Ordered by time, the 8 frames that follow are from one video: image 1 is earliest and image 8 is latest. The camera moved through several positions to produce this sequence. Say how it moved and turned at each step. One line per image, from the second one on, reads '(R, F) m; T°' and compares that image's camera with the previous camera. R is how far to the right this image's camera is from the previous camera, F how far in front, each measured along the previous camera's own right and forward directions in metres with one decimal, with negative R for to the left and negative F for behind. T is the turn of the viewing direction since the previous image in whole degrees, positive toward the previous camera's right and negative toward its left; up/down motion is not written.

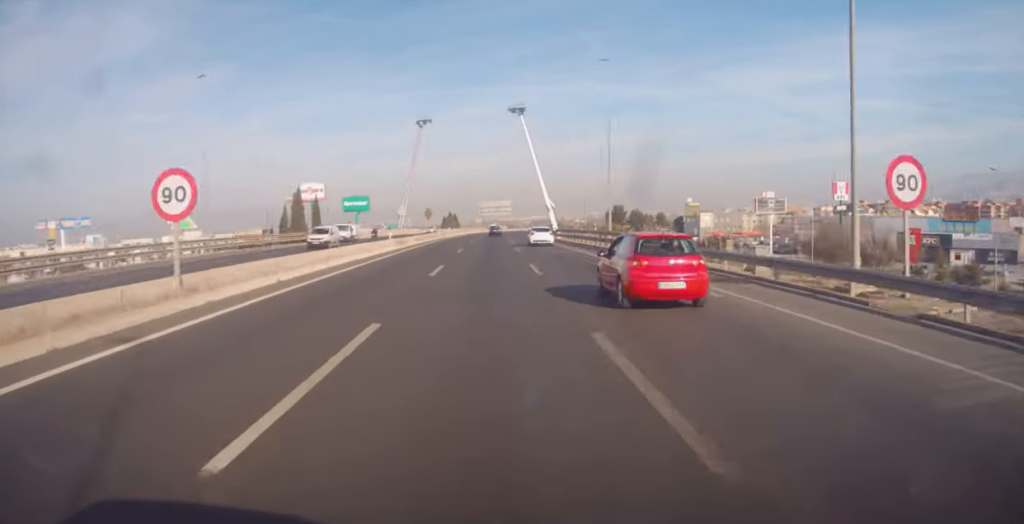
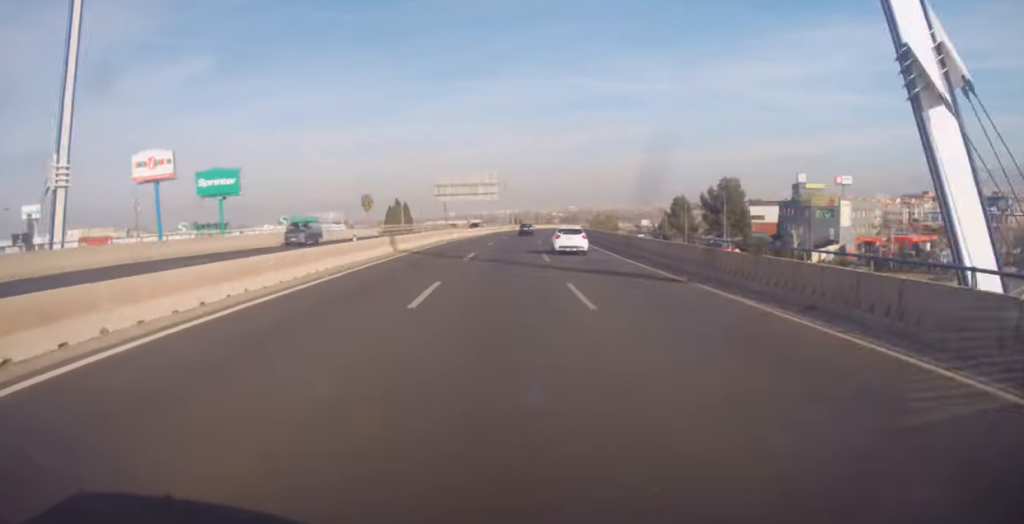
(-1.5, +116.4) m; +4°
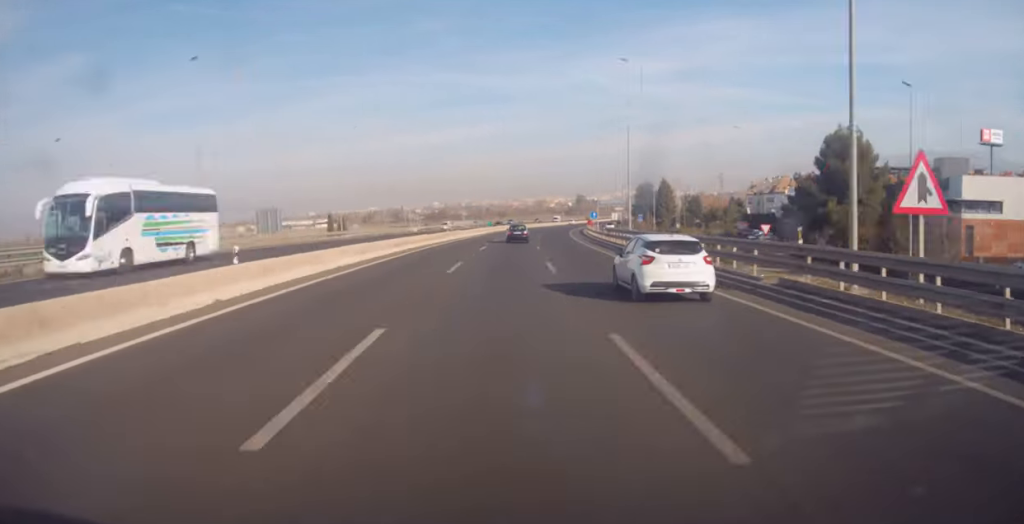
(+12.6, +157.6) m; +11°
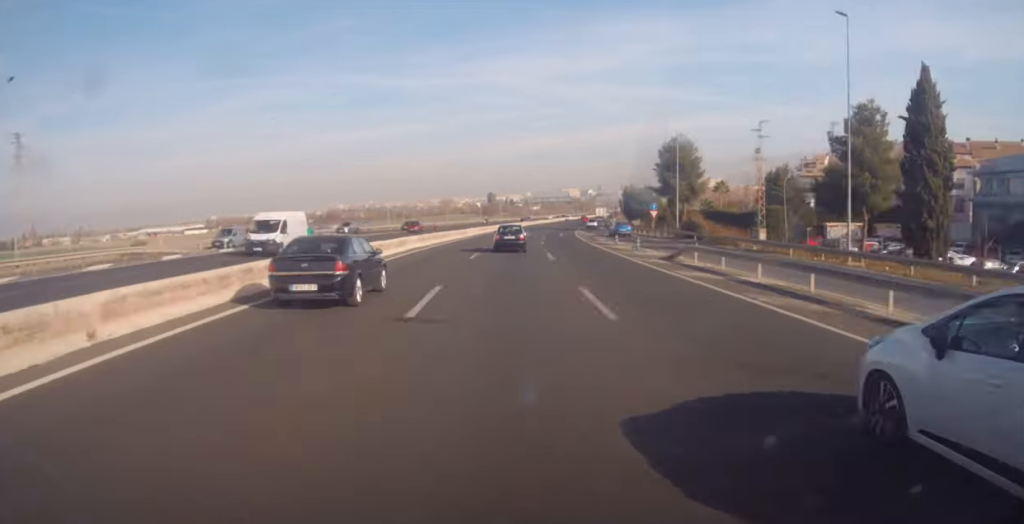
(+12.8, +116.6) m; +8°
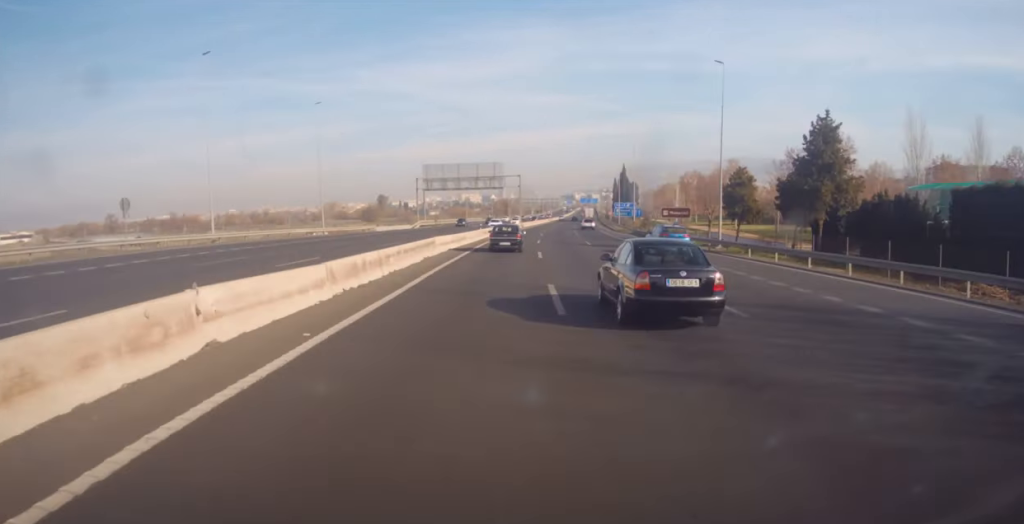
(+9.5, +140.6) m; +8°
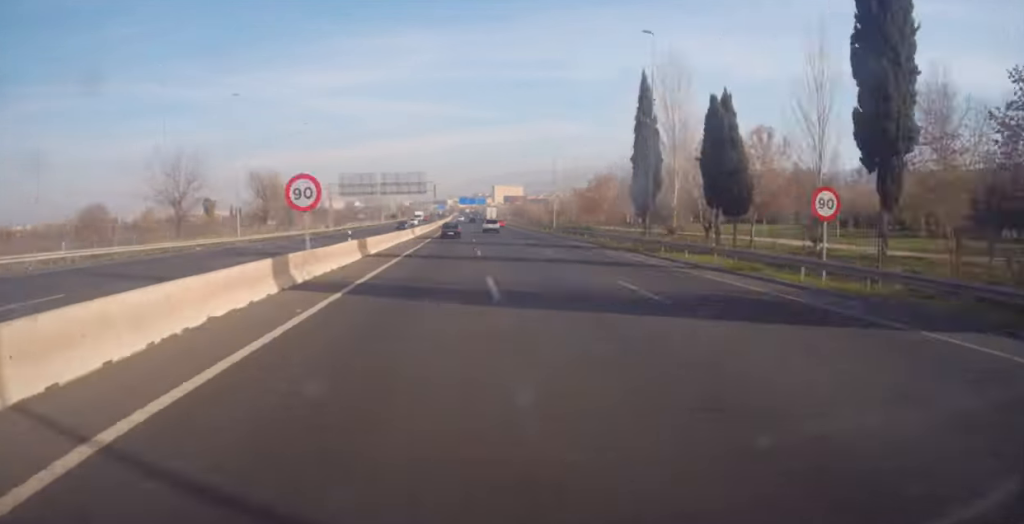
(+13.7, +166.7) m; +4°
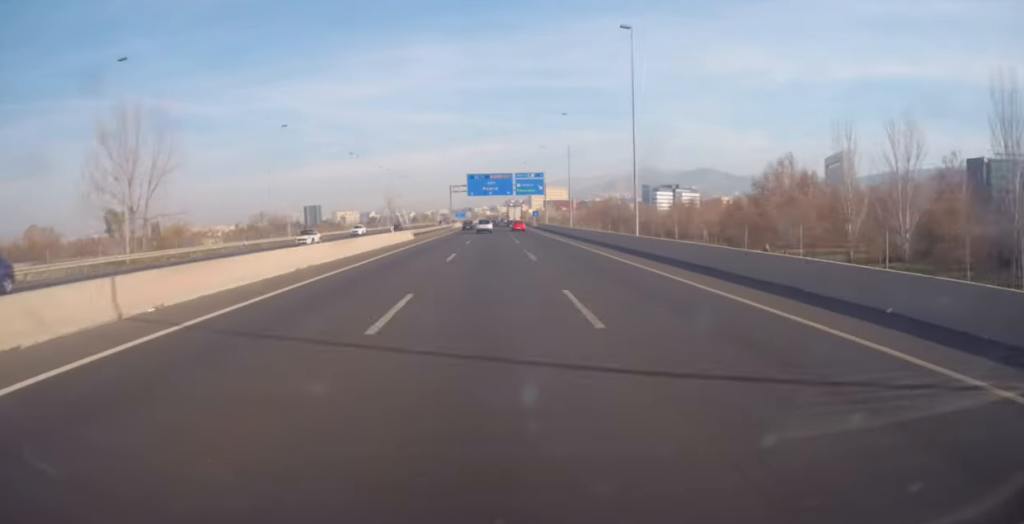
(+1.5, +225.5) m; 0°
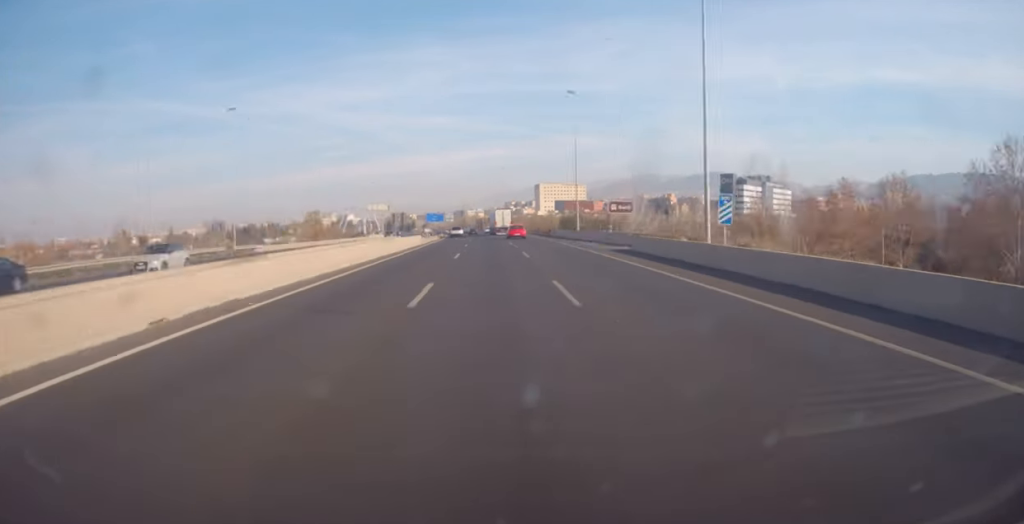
(-2.0, +197.5) m; -3°
